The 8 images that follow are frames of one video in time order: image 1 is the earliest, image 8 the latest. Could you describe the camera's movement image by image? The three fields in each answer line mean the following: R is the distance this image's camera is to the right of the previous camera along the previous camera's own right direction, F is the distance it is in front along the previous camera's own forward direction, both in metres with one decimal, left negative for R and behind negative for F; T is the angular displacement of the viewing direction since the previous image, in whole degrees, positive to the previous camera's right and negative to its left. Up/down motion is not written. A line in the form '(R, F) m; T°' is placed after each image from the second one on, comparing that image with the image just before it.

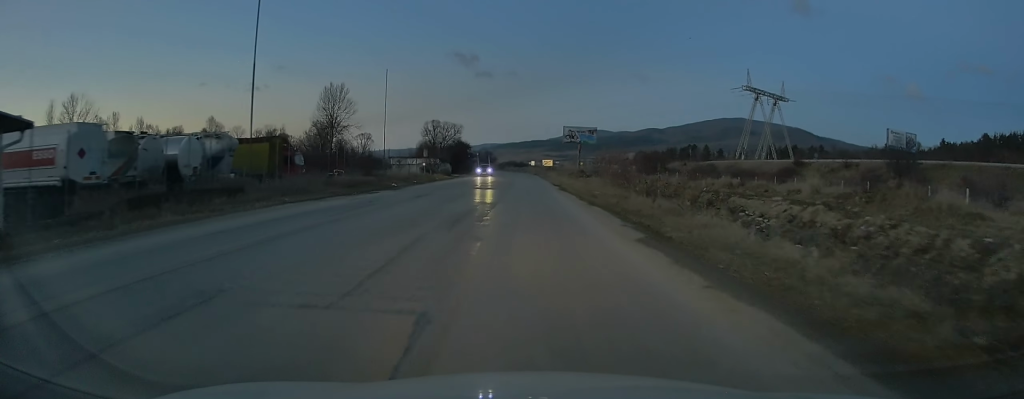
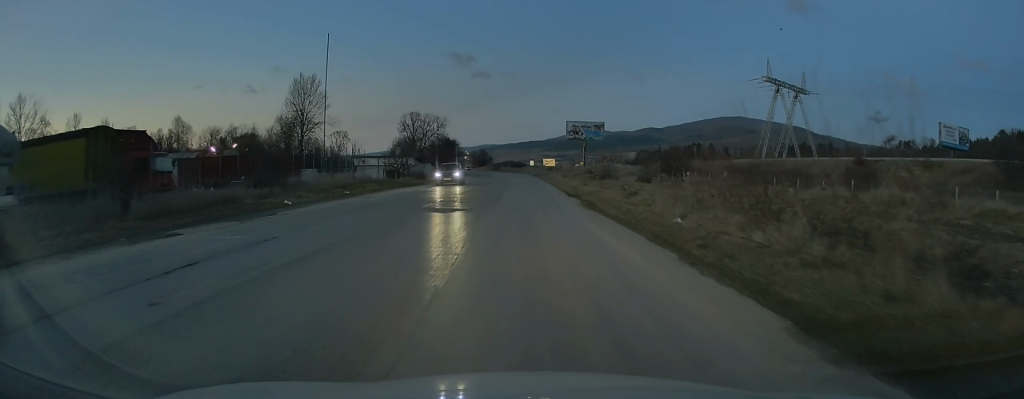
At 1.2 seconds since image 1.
(0.0, +19.1) m; 0°
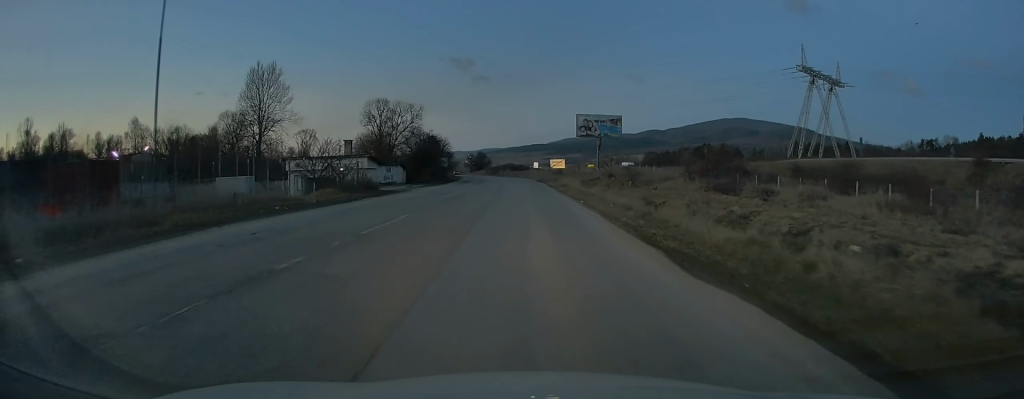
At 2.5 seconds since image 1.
(+0.1, +22.5) m; -1°
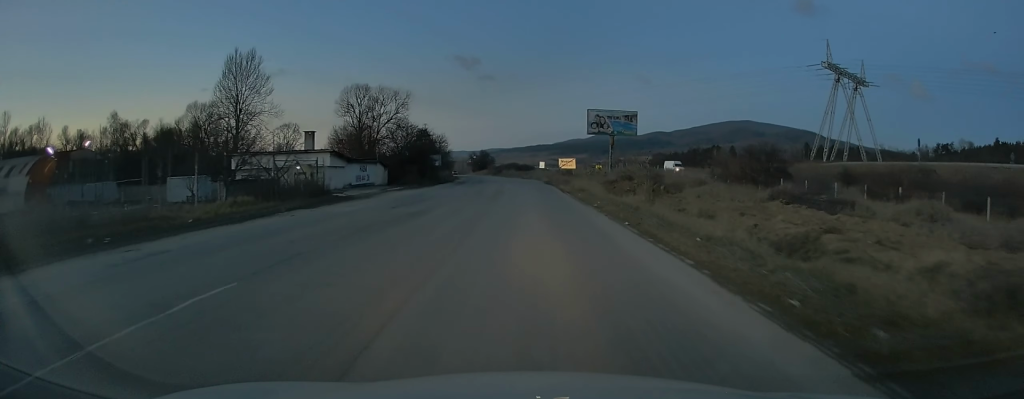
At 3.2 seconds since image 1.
(-0.2, +10.9) m; 0°
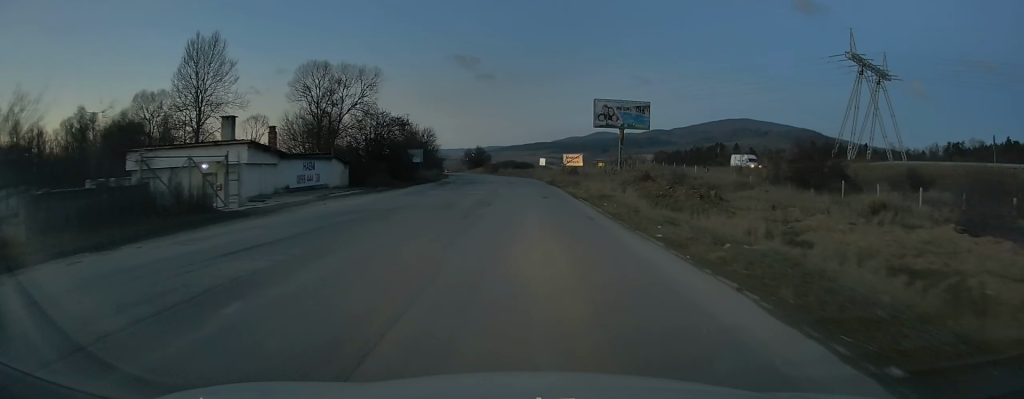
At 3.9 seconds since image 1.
(0.0, +12.0) m; 0°
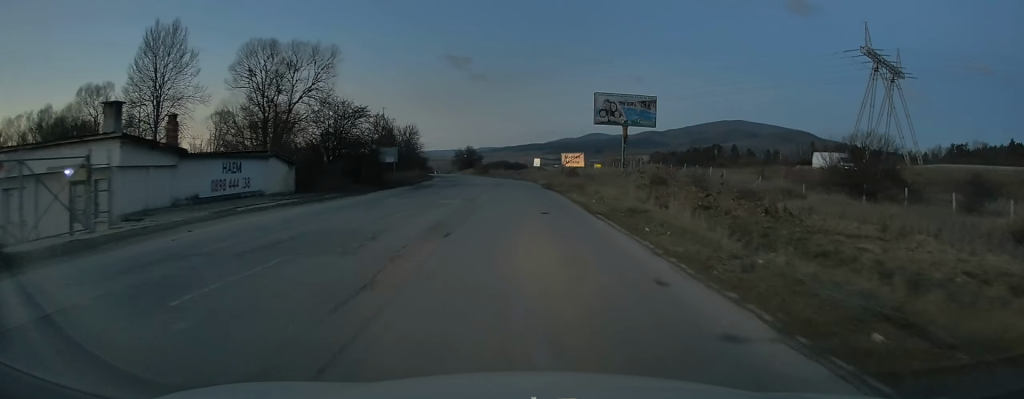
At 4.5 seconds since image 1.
(+0.1, +9.3) m; 0°
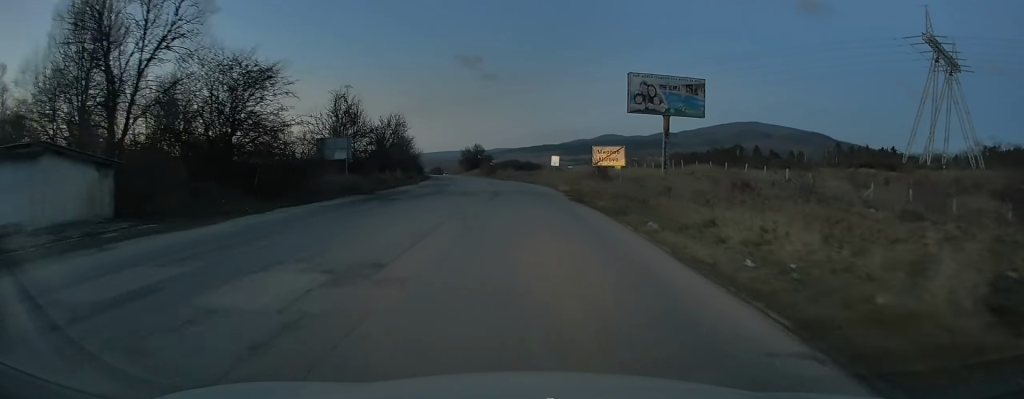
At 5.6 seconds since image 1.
(-0.2, +17.5) m; -2°
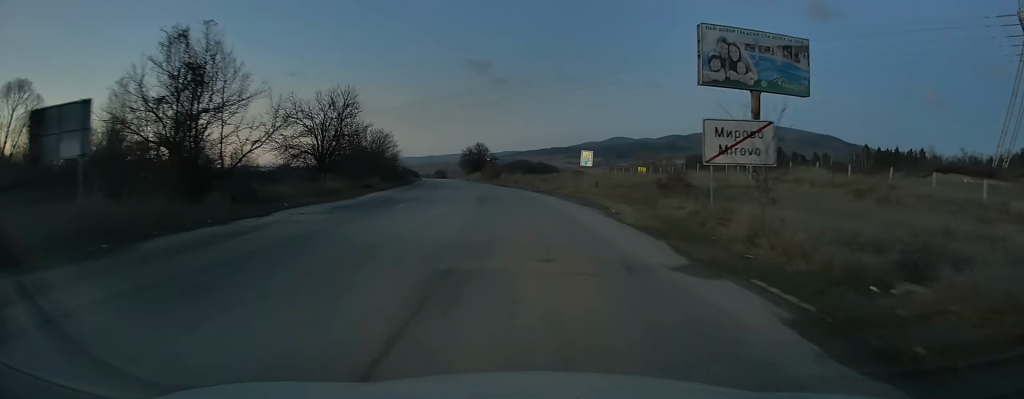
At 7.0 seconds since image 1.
(-0.4, +23.6) m; -1°
